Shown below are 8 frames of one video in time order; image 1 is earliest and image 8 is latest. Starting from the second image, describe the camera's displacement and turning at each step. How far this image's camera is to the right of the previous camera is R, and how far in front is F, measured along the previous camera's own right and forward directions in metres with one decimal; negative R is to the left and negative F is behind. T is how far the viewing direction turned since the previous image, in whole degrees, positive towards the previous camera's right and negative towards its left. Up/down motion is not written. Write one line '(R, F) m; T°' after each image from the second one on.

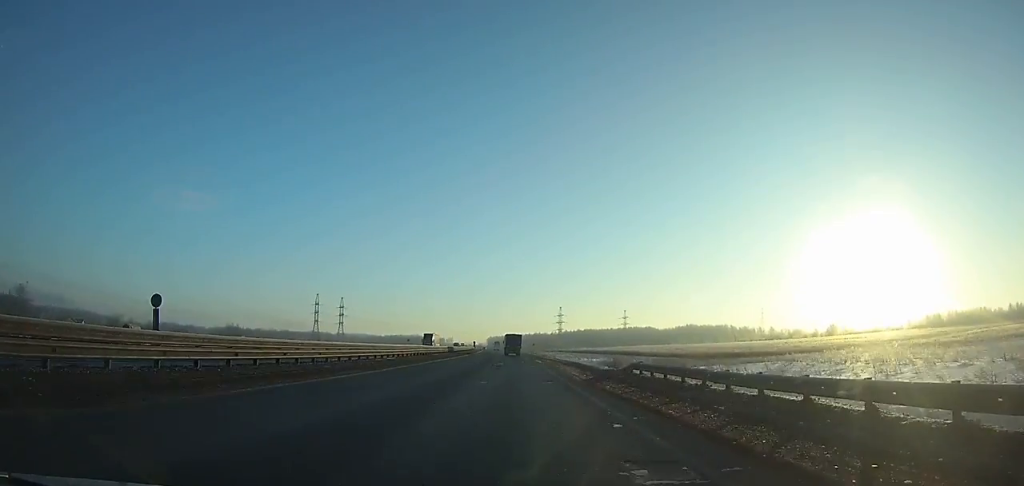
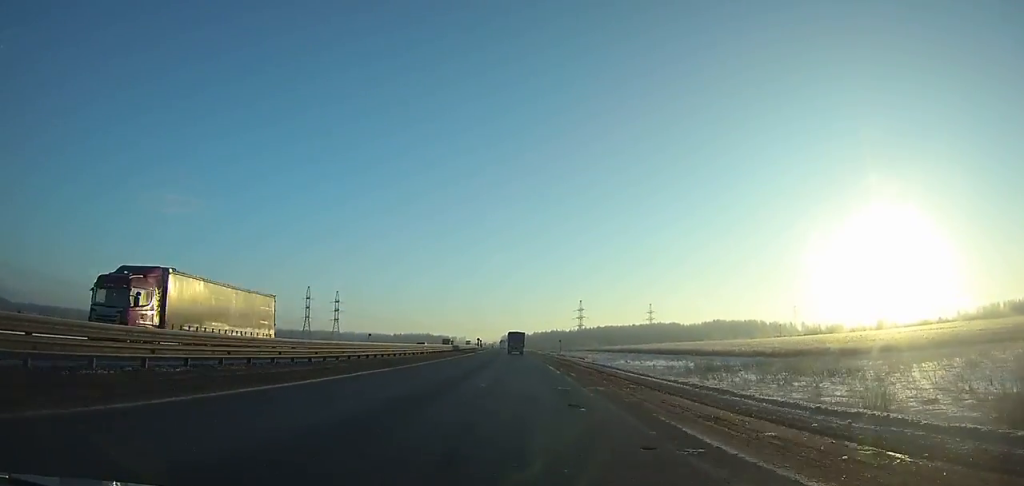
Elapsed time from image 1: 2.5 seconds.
(-0.3, +52.5) m; -1°
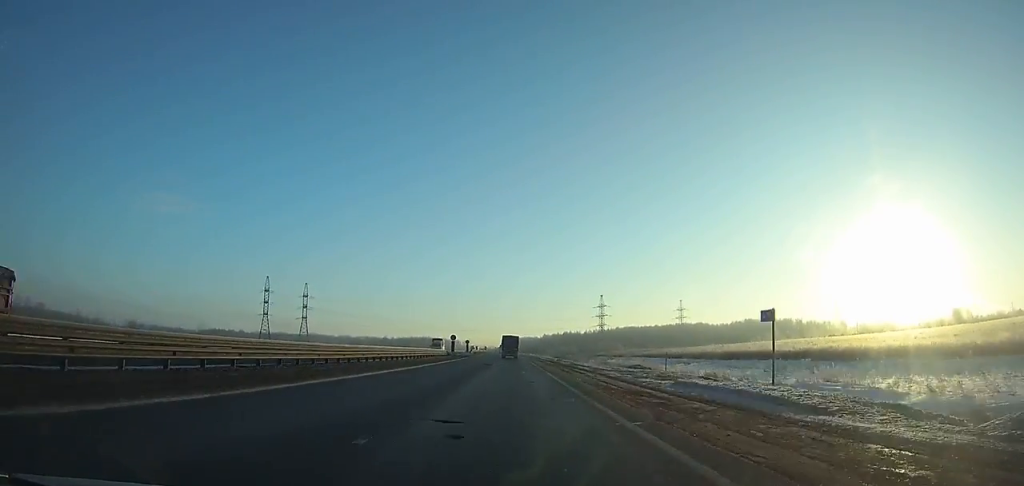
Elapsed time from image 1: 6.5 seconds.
(-1.2, +82.4) m; -1°
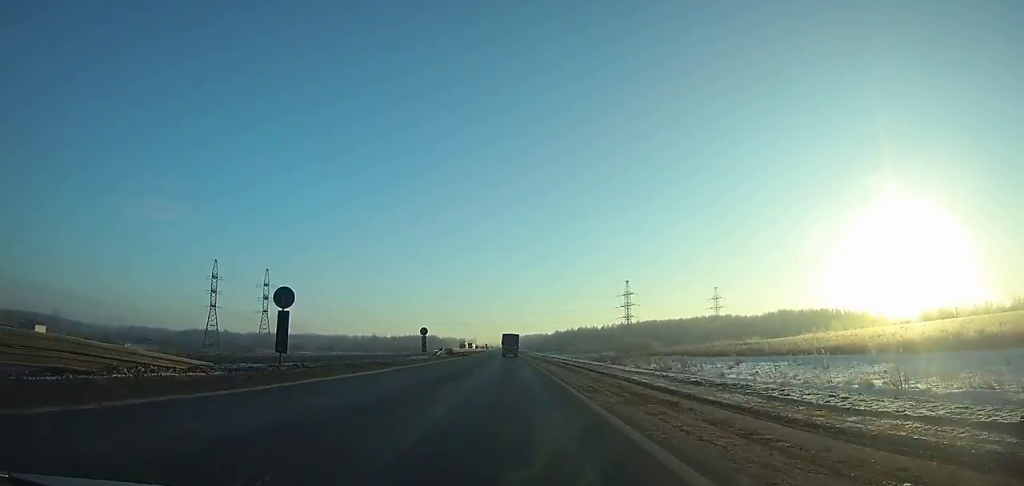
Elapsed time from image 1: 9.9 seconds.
(-0.5, +69.1) m; -1°
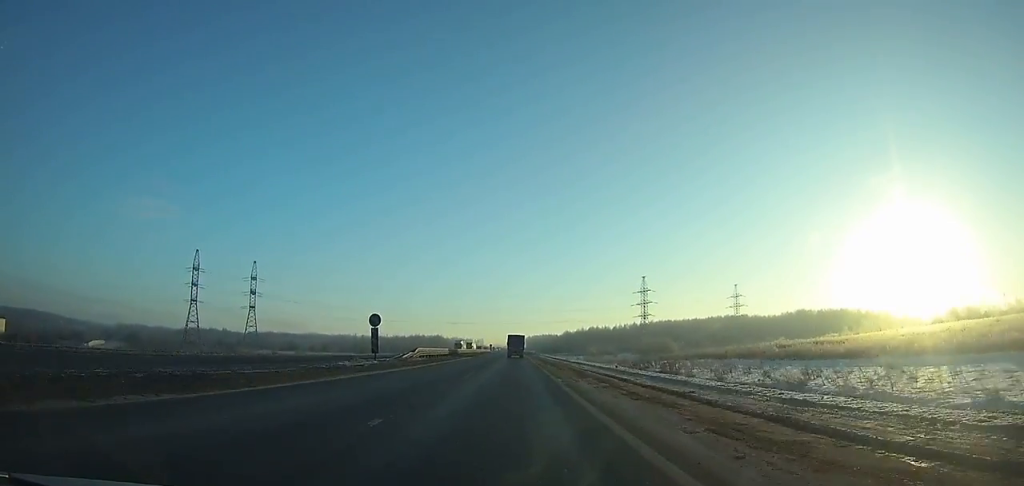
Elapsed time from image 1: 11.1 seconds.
(0.0, +24.3) m; 0°
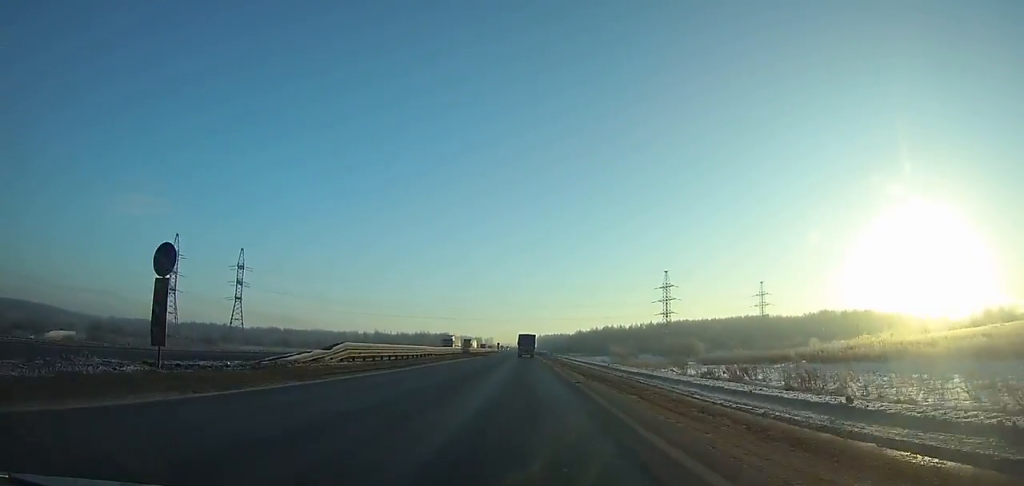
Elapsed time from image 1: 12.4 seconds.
(-0.2, +26.3) m; 0°
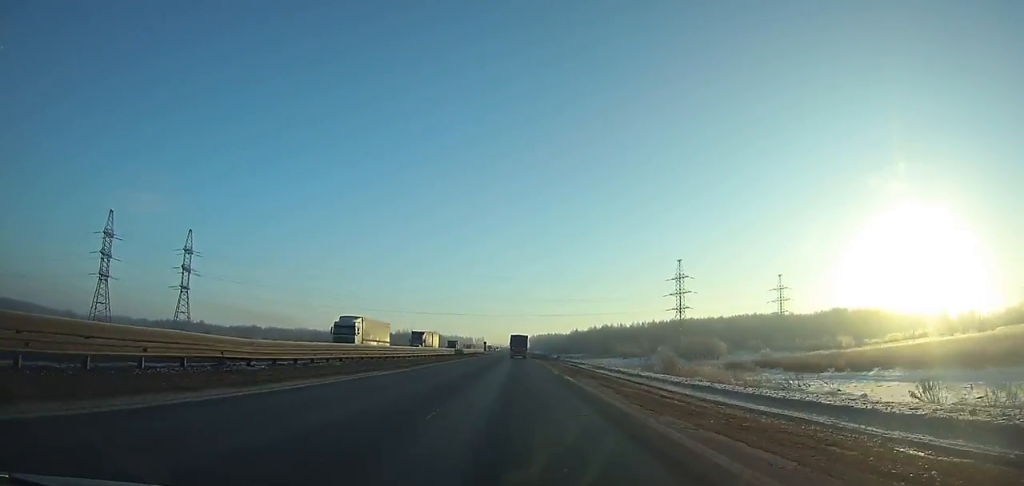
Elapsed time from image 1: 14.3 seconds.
(-0.2, +38.5) m; 0°
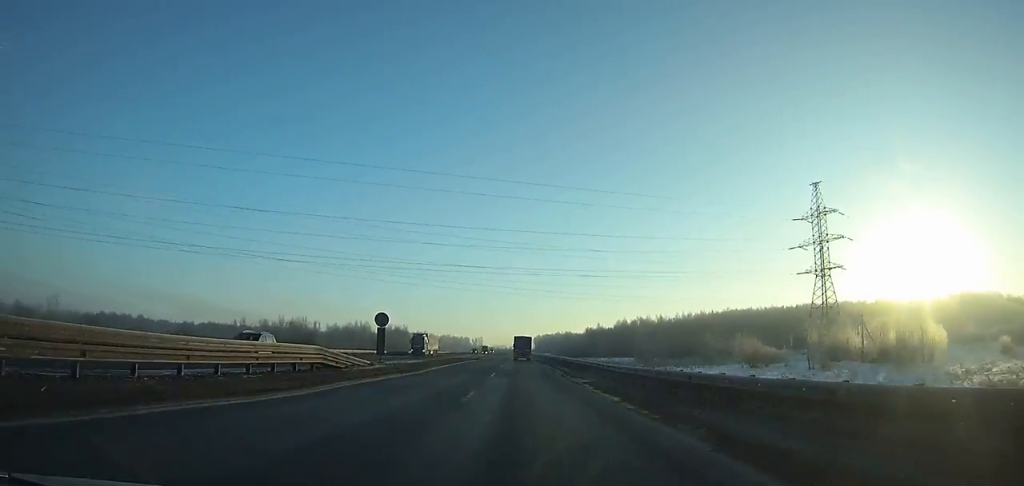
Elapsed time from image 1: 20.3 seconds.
(+0.1, +122.8) m; 0°
